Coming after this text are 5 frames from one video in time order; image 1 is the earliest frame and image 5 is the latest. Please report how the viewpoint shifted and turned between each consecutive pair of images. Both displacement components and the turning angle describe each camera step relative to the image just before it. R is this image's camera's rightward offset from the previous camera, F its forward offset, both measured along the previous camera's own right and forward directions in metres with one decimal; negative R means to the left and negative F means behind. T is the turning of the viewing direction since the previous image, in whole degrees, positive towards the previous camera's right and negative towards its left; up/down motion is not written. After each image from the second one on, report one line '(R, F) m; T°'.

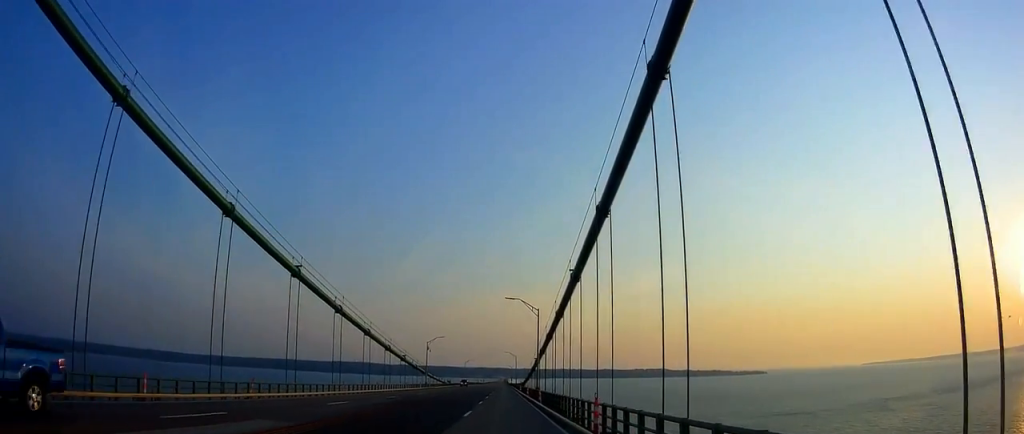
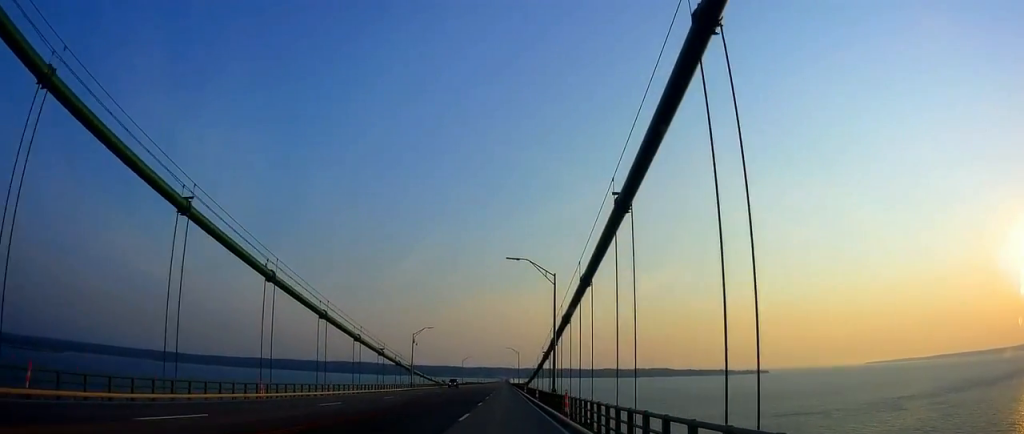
(+0.3, +16.7) m; +1°
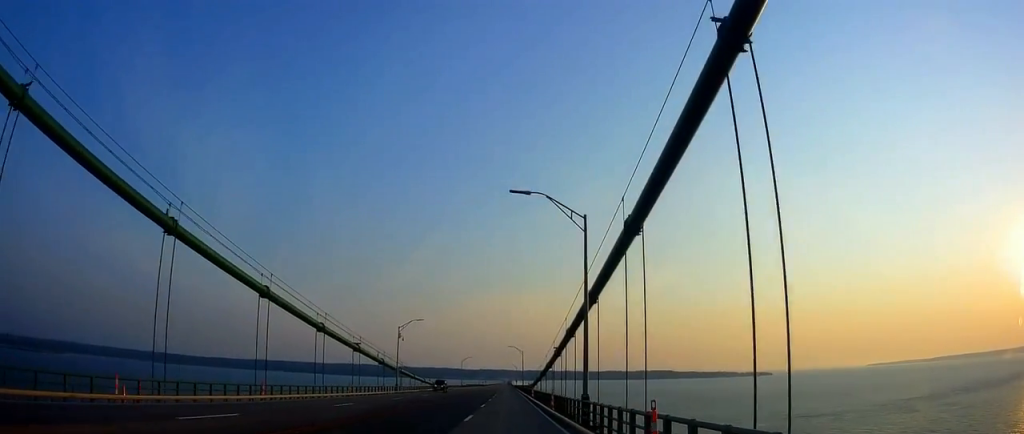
(+0.1, +13.0) m; -1°
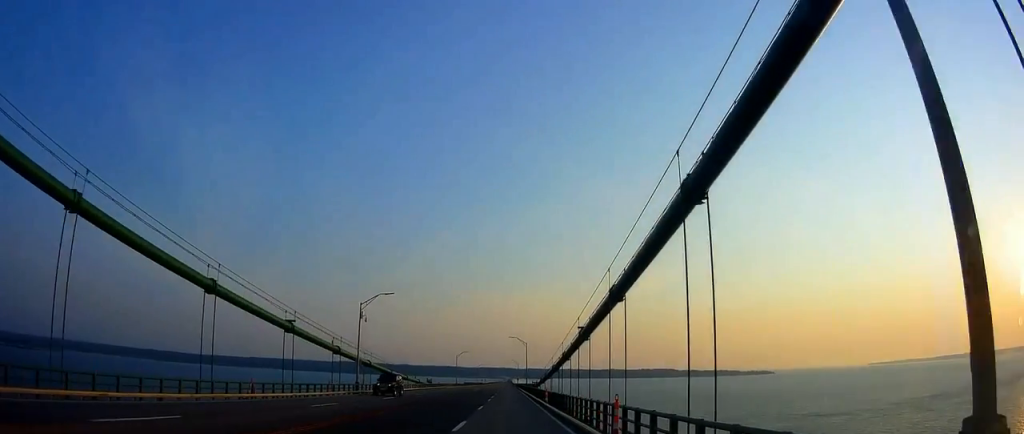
(-0.4, +18.9) m; -1°
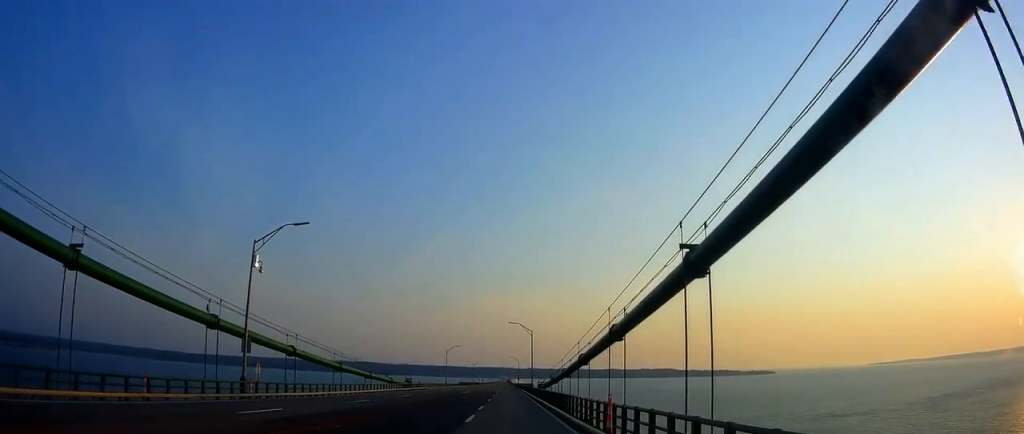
(+0.1, +23.4) m; 0°
